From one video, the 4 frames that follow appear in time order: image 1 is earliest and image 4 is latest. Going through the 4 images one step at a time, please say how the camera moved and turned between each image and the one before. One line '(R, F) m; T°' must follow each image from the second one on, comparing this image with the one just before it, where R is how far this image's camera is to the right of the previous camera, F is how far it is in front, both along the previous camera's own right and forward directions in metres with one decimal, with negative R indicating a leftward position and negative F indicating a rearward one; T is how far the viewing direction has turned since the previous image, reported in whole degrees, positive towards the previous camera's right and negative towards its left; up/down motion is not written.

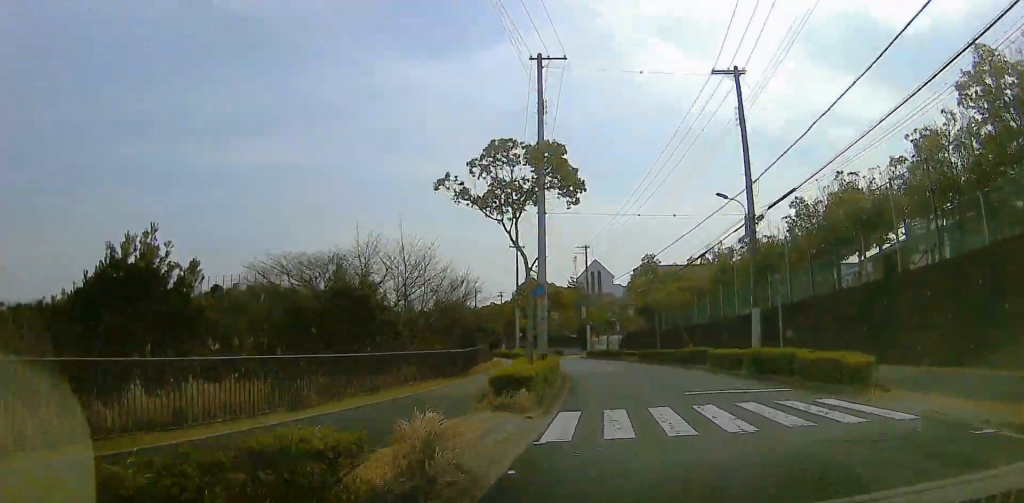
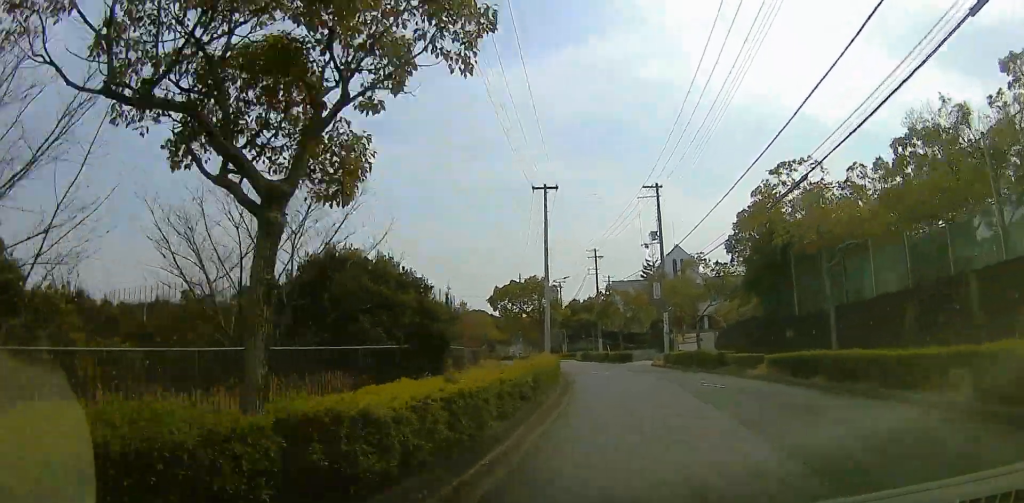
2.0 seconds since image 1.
(-0.9, +27.0) m; -9°
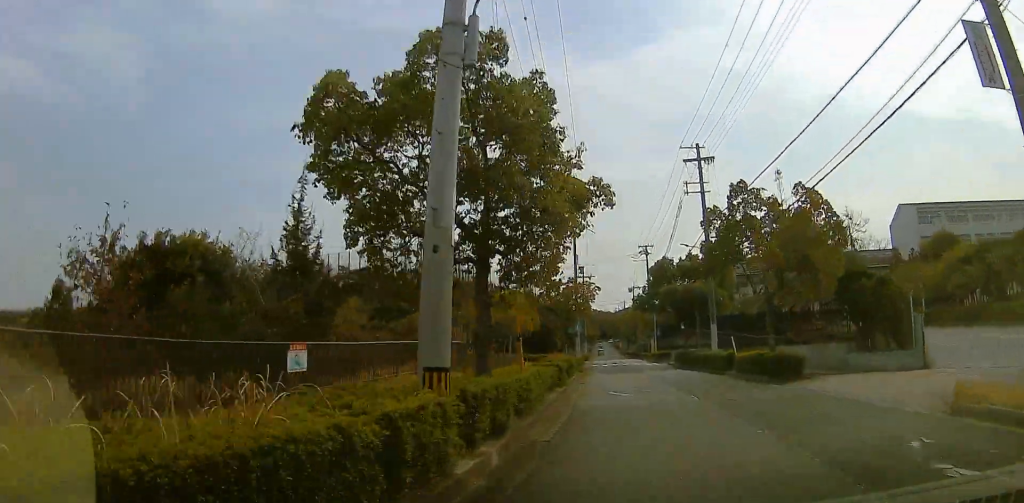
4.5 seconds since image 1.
(-3.9, +39.8) m; -5°
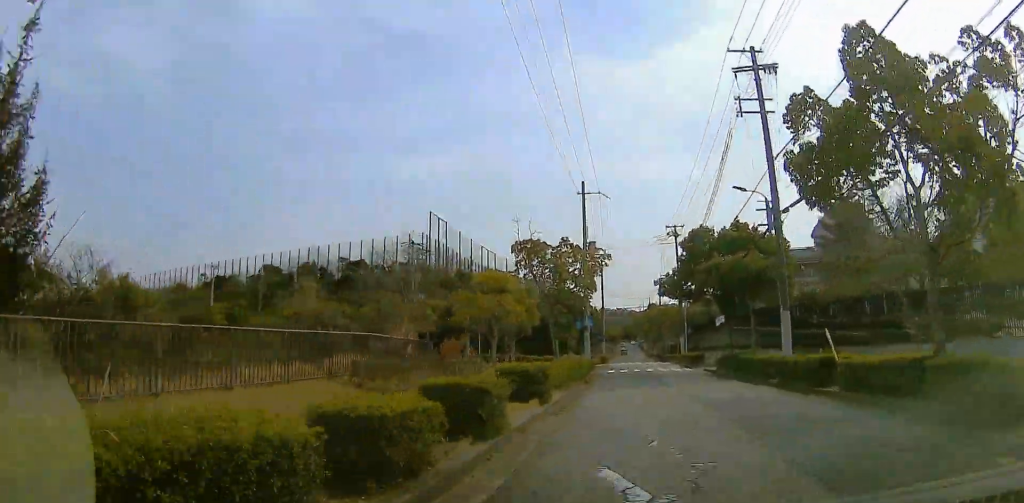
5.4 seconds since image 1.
(-0.3, +15.7) m; -7°
